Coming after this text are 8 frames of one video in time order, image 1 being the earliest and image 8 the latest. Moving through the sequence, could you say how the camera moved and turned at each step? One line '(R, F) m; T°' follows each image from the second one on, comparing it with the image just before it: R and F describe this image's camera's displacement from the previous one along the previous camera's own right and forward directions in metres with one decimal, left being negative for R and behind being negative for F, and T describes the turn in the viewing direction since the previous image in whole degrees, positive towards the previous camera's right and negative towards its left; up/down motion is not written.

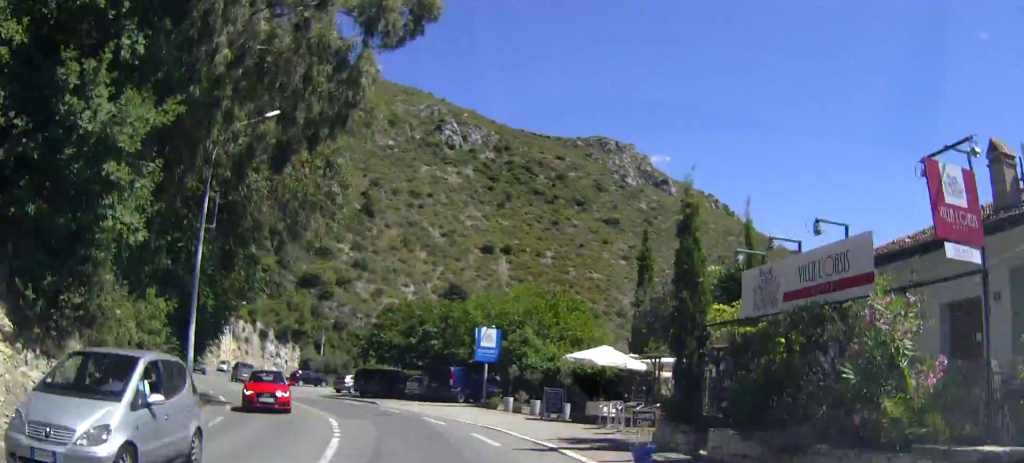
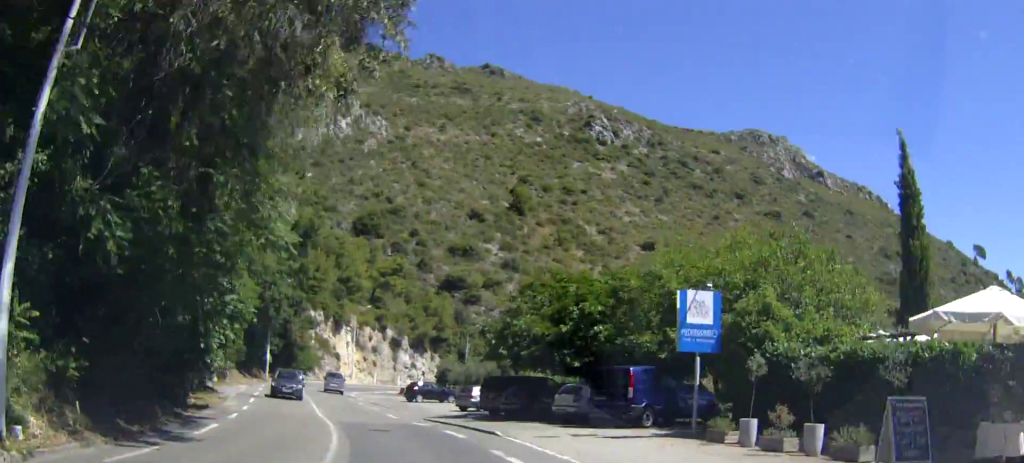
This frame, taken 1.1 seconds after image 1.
(-1.9, +15.1) m; -14°
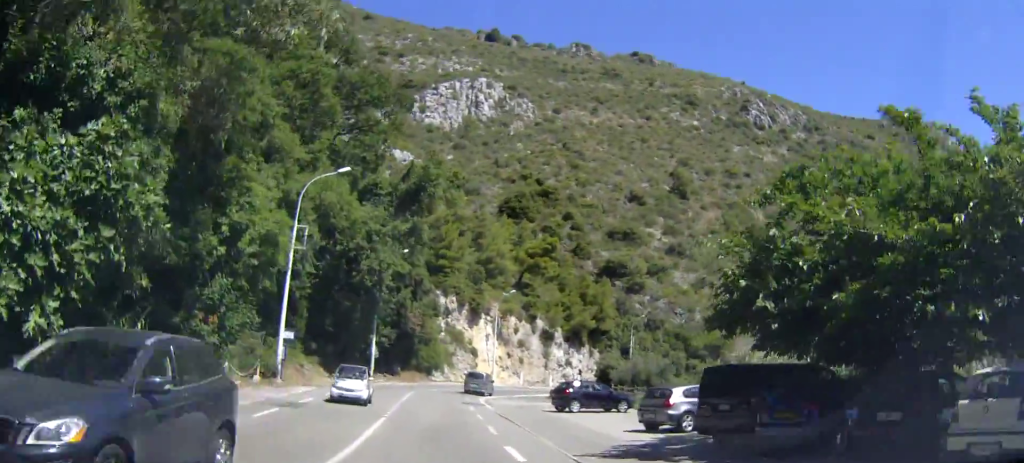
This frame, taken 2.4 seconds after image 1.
(-2.5, +16.9) m; -14°
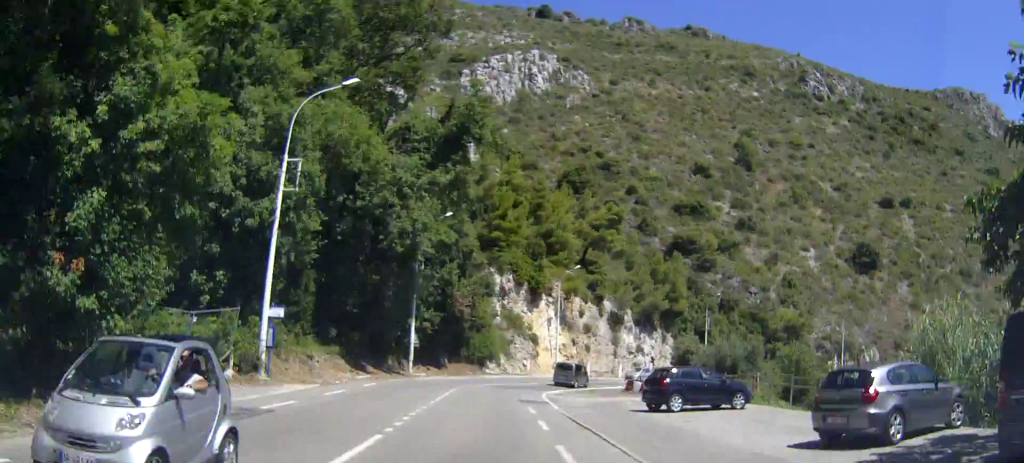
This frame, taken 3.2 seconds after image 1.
(-0.5, +9.5) m; -6°
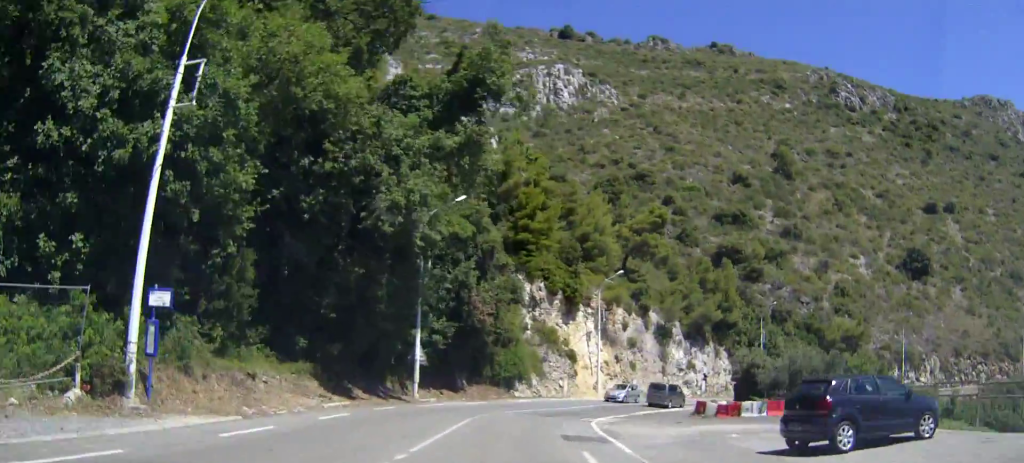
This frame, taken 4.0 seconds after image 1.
(-0.7, +10.5) m; -3°
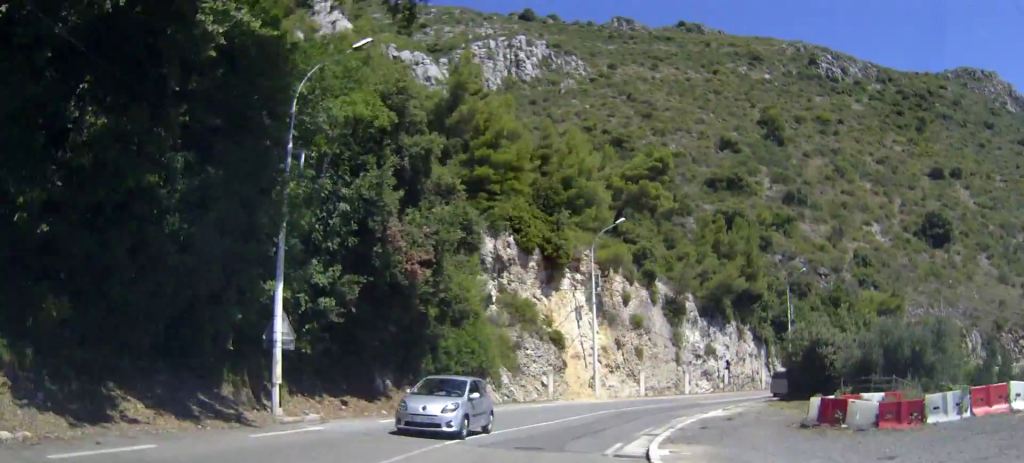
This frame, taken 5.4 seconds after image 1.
(+2.8, +15.9) m; +24°
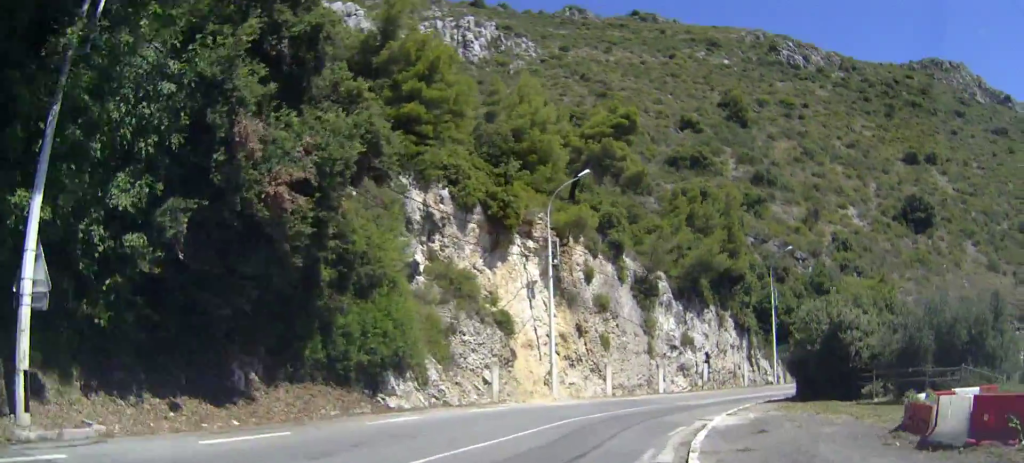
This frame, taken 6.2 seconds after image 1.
(+1.4, +8.1) m; +11°
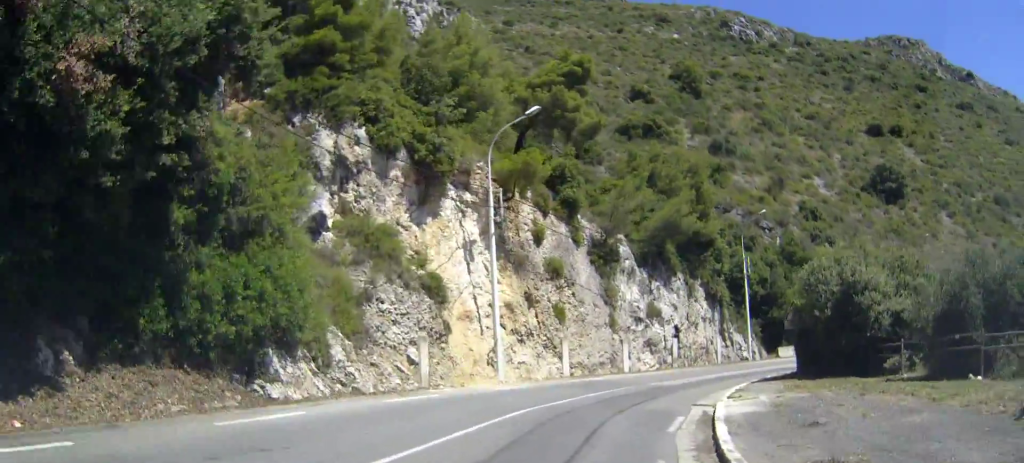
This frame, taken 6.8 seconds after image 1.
(+0.1, +5.8) m; +1°
